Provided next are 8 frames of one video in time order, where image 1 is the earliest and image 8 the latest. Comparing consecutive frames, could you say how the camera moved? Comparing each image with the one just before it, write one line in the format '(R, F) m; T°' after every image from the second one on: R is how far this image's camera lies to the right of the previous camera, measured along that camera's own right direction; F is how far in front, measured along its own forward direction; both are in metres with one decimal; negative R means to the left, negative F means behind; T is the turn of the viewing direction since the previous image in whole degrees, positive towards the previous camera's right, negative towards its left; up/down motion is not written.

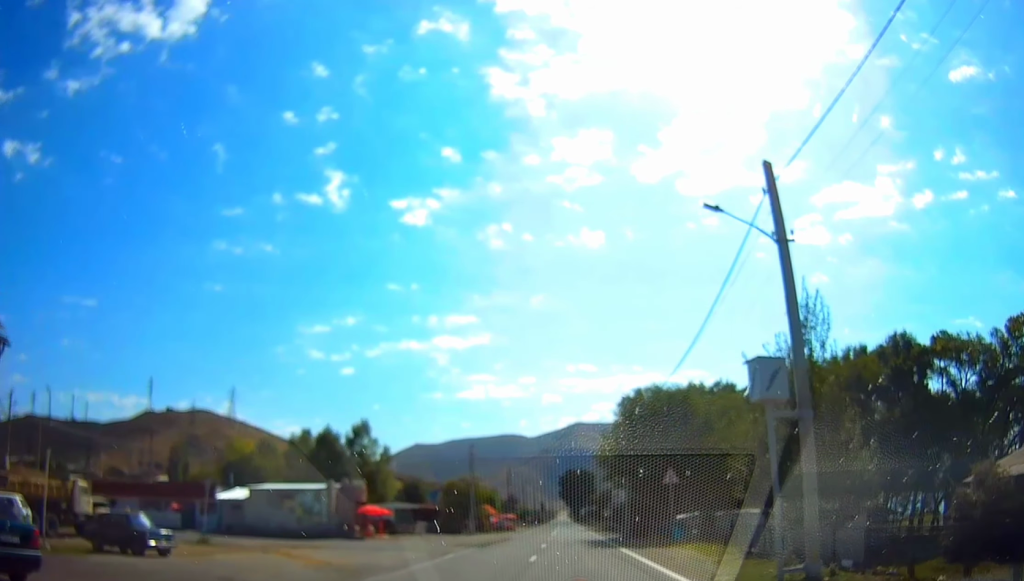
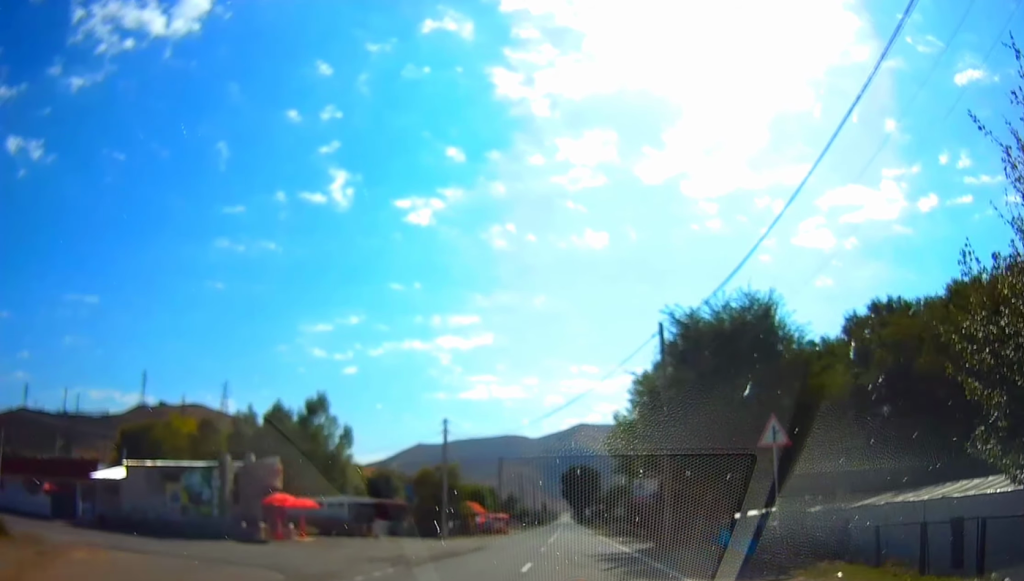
(0.0, +15.5) m; 0°
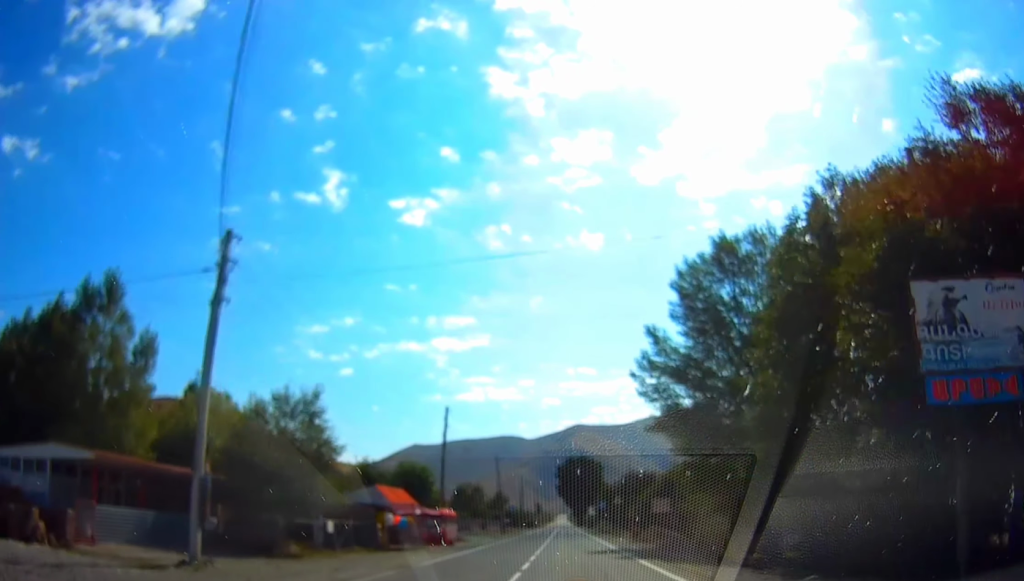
(0.0, +32.7) m; 0°
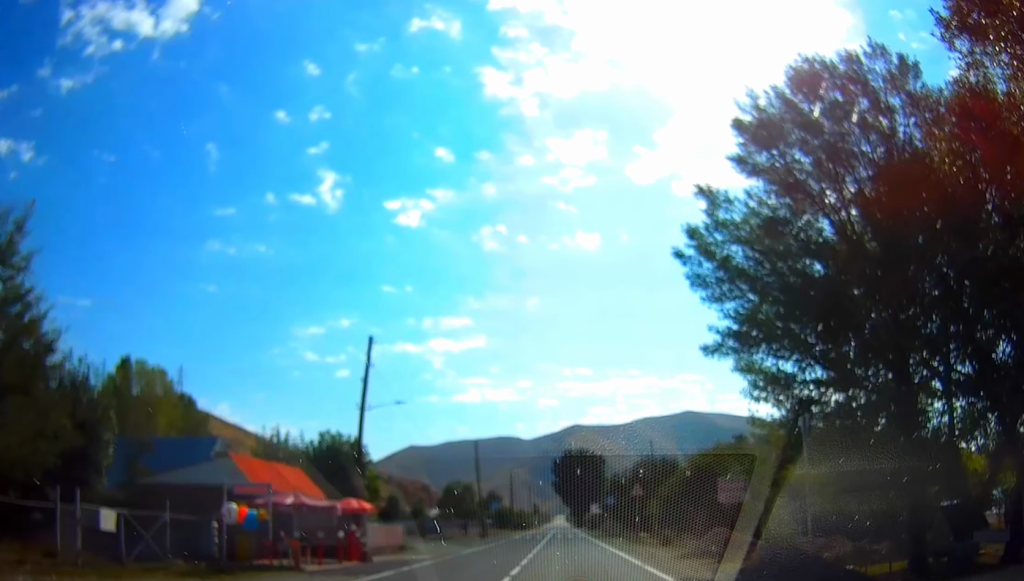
(0.0, +17.2) m; 0°
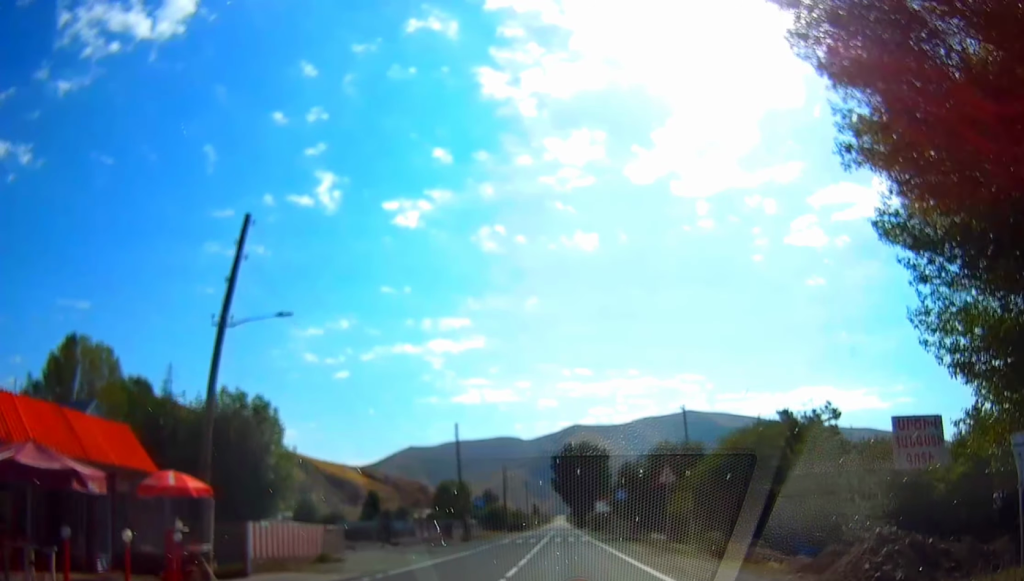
(0.0, +11.8) m; 0°
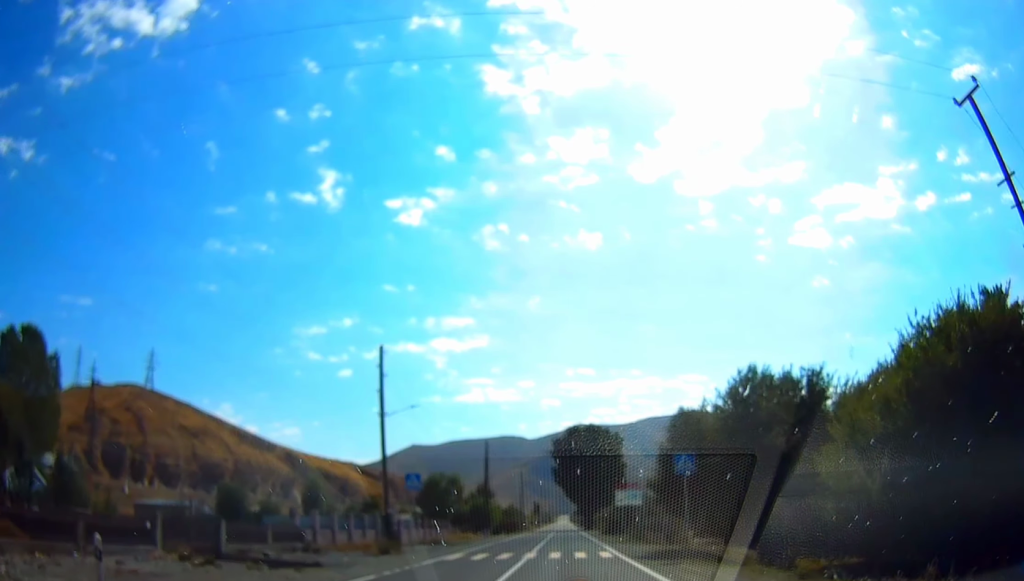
(0.0, +23.6) m; 0°
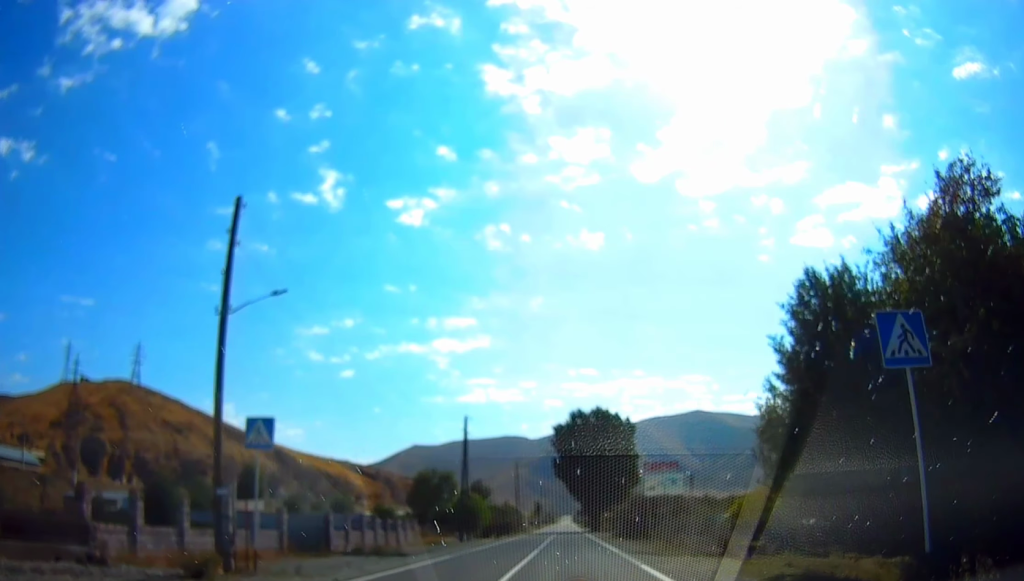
(0.0, +15.7) m; 0°
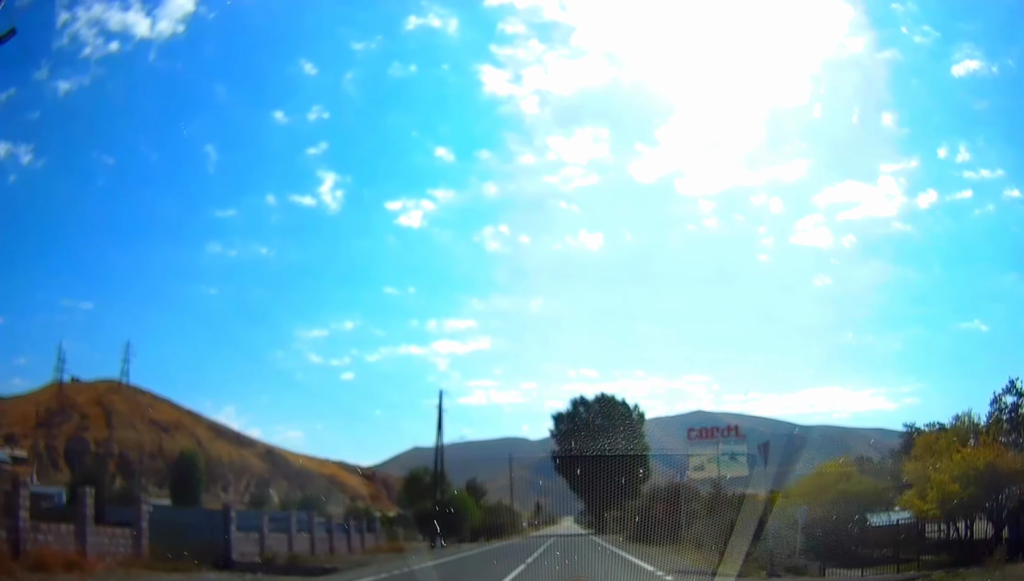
(0.0, +10.7) m; 0°
